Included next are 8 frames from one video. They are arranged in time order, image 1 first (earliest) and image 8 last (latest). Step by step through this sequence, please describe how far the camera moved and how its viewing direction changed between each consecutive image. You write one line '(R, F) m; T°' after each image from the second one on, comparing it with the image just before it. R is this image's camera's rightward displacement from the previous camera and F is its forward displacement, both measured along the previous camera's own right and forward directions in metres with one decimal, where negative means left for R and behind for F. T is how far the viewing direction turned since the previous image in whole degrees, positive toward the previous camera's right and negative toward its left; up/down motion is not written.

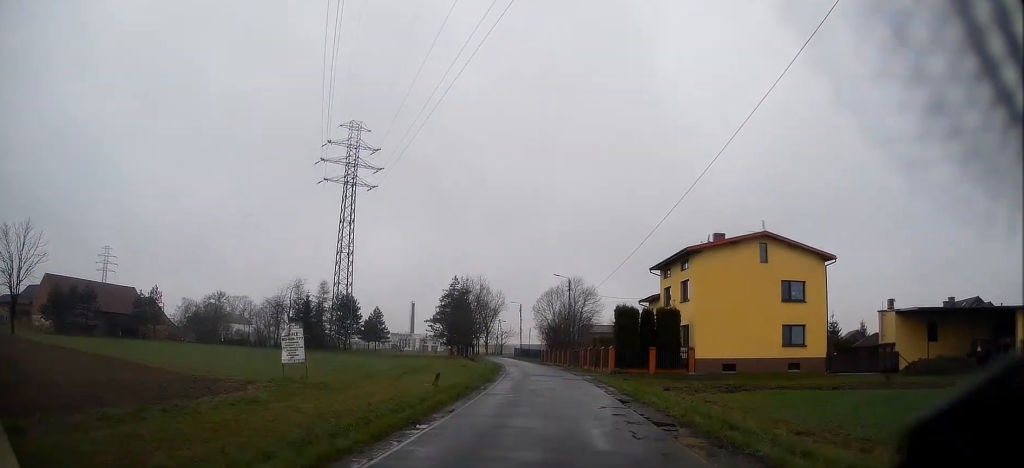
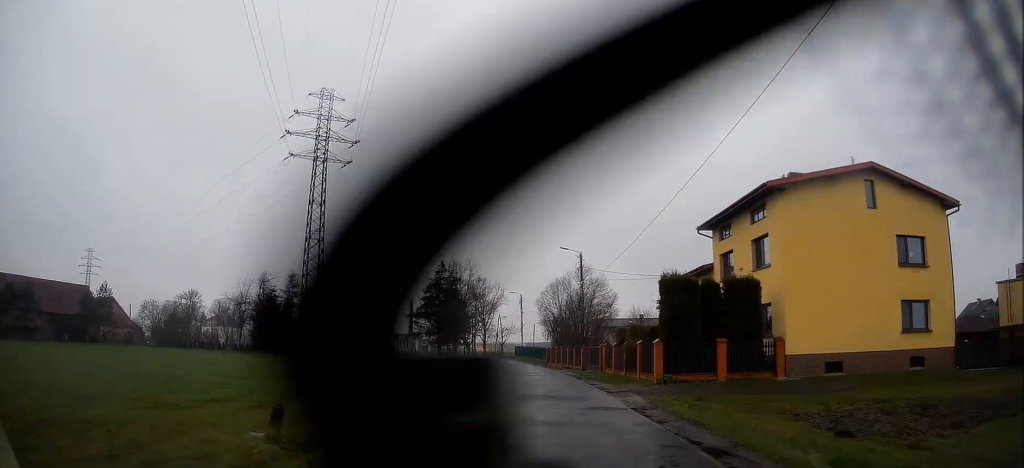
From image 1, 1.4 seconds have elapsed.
(-0.2, +15.3) m; -1°
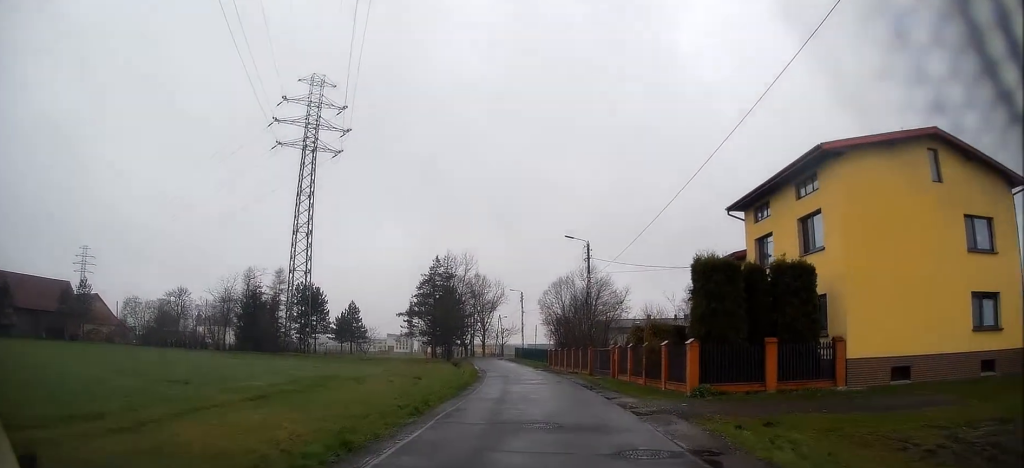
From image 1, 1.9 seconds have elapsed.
(0.0, +5.5) m; -1°
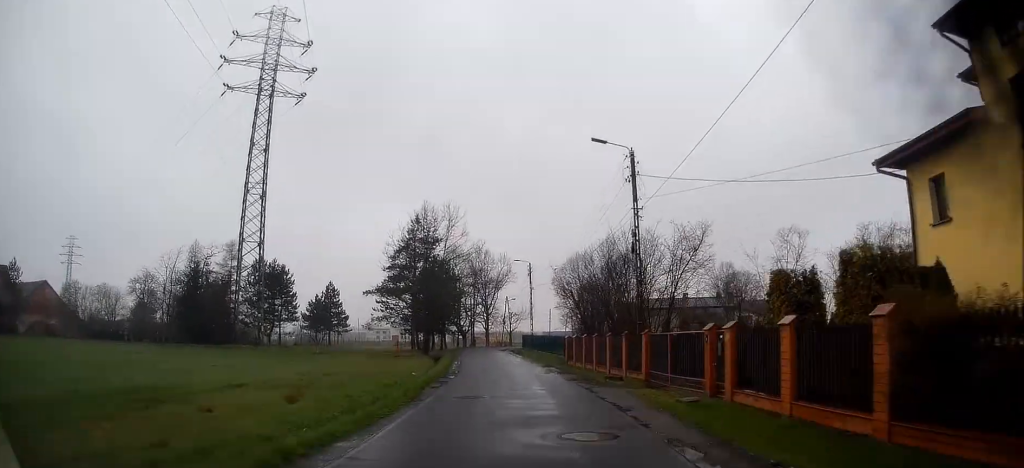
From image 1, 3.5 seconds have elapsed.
(-0.6, +17.2) m; -1°
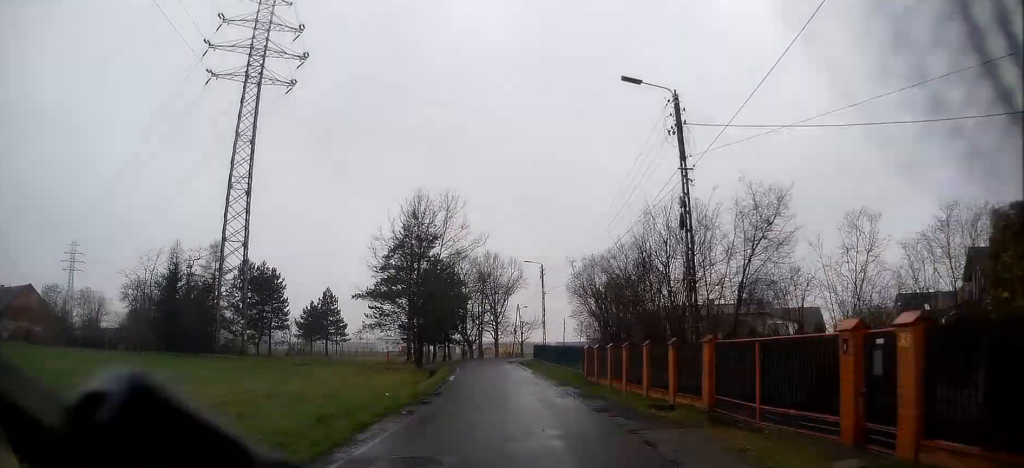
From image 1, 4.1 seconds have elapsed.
(+0.3, +6.5) m; 0°
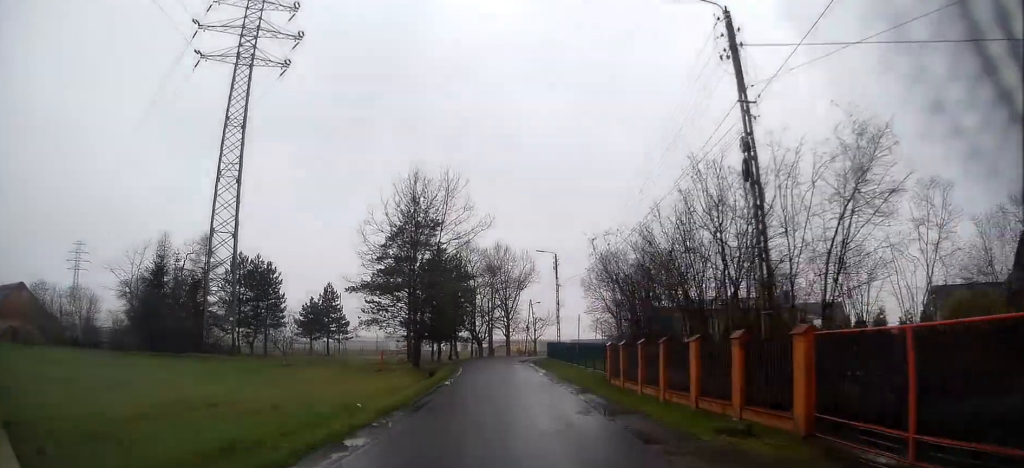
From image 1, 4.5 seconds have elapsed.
(+0.1, +4.7) m; -1°
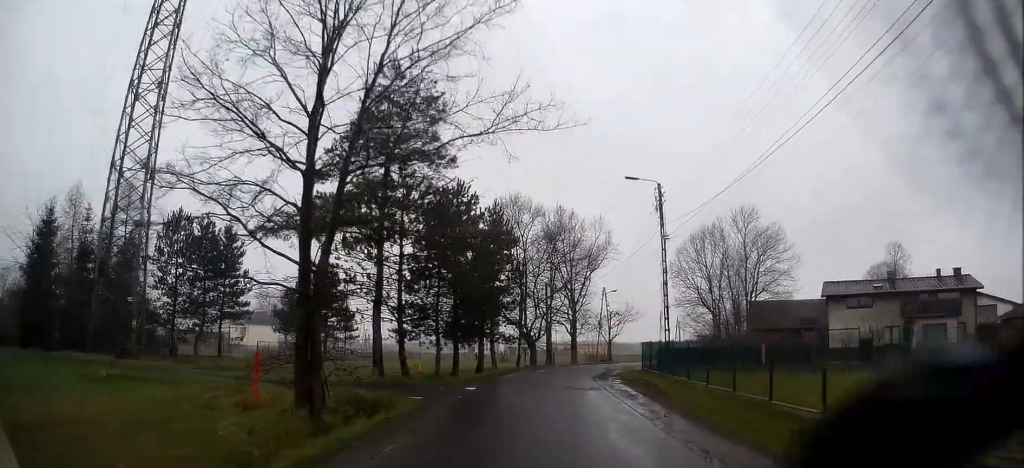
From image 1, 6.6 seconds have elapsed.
(-1.8, +22.2) m; -7°
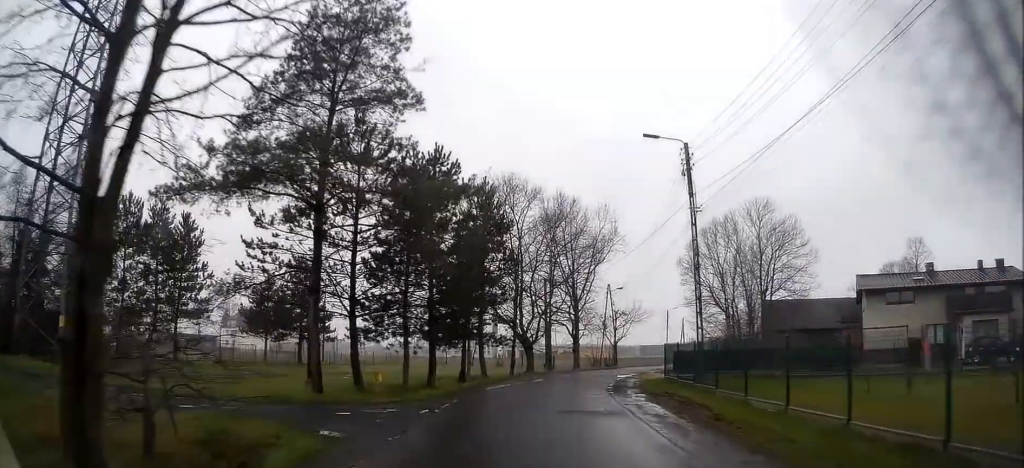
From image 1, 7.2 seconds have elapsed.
(0.0, +6.1) m; 0°
